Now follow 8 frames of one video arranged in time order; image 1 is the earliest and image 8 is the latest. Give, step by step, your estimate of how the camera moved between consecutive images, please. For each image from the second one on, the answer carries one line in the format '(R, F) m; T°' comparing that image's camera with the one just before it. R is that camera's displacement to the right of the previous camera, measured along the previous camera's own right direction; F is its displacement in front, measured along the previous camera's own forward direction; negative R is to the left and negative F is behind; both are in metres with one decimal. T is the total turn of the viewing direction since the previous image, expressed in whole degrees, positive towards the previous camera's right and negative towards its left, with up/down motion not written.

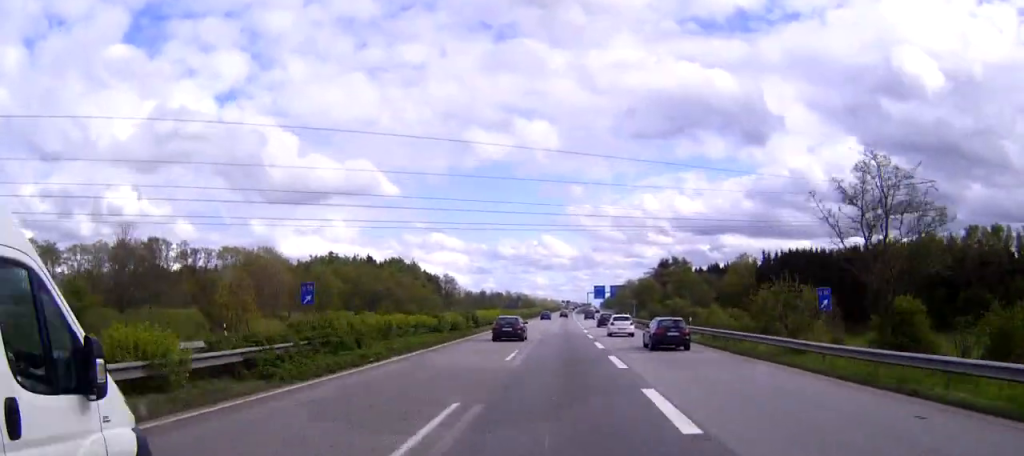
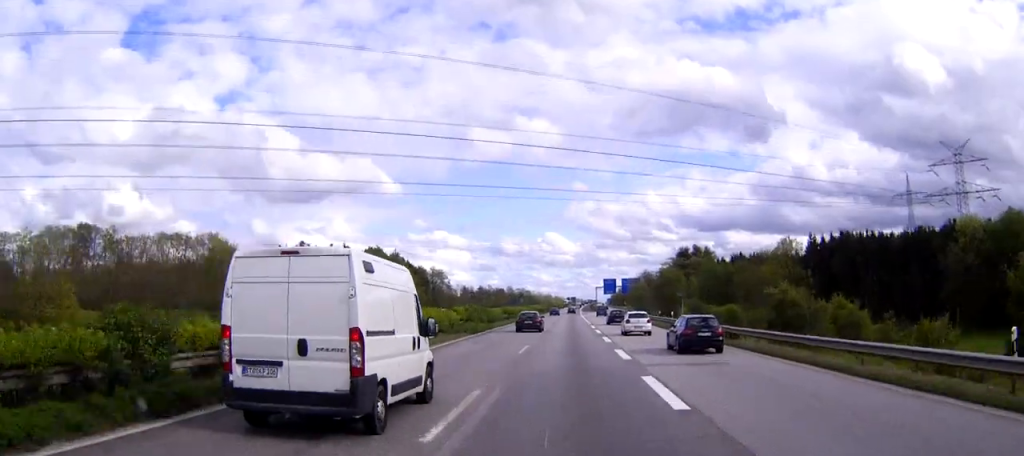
(0.0, +34.3) m; 0°
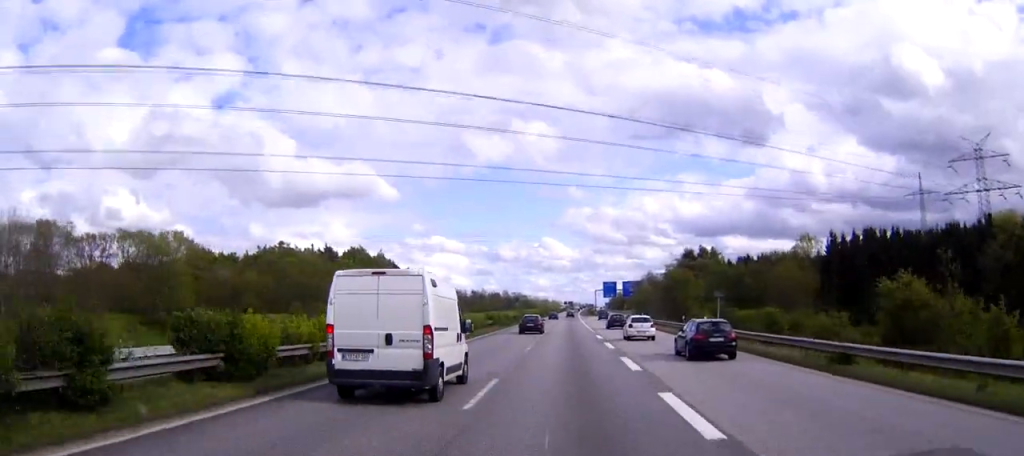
(0.0, +14.8) m; 0°
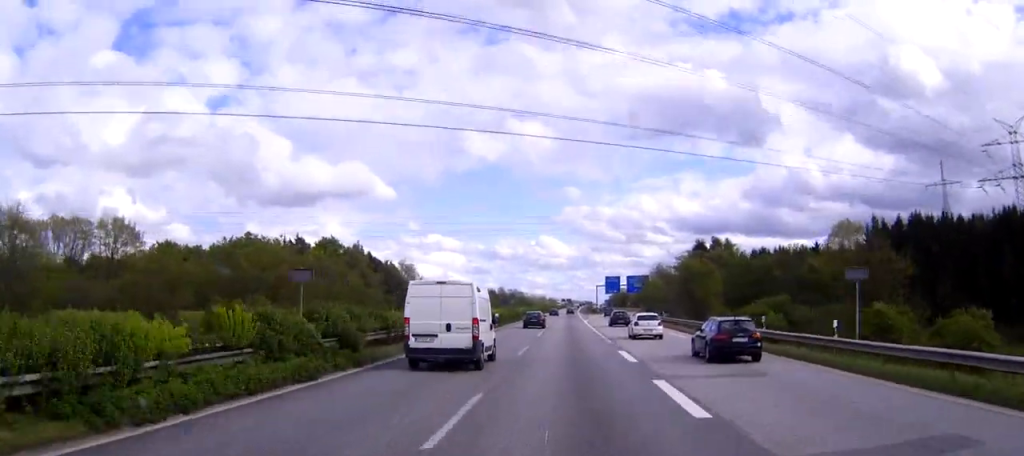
(+0.1, +22.1) m; 0°
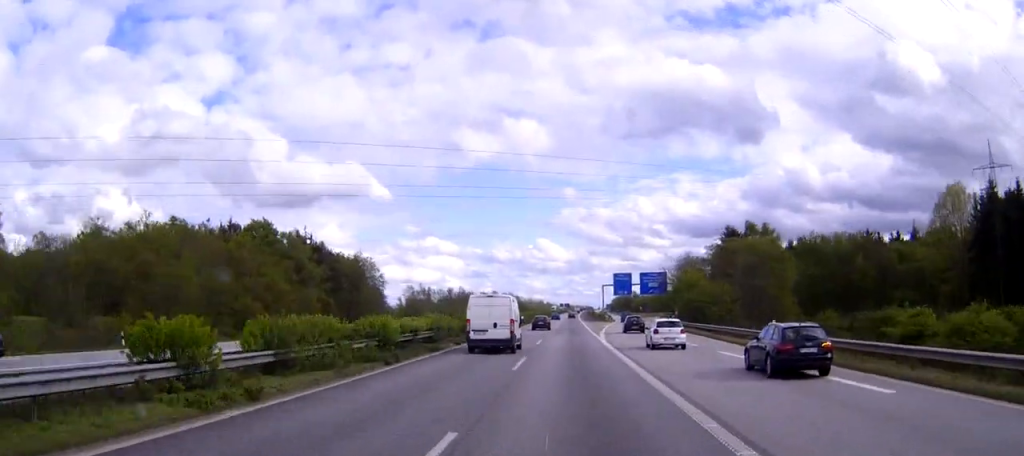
(0.0, +39.8) m; 0°
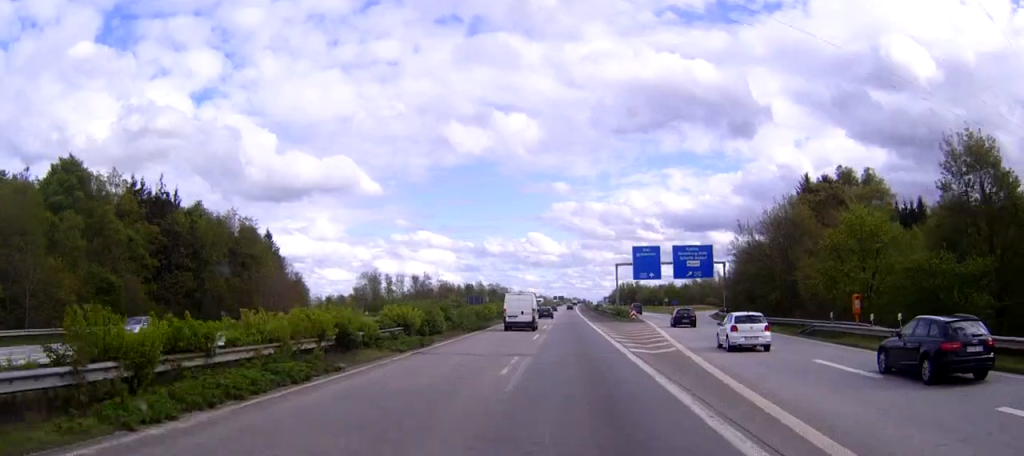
(+0.1, +58.2) m; 0°
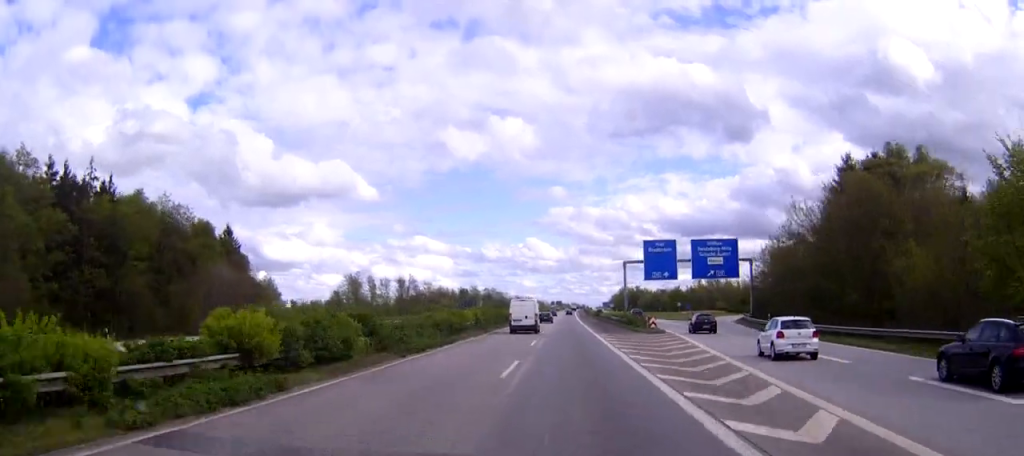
(0.0, +17.5) m; 0°
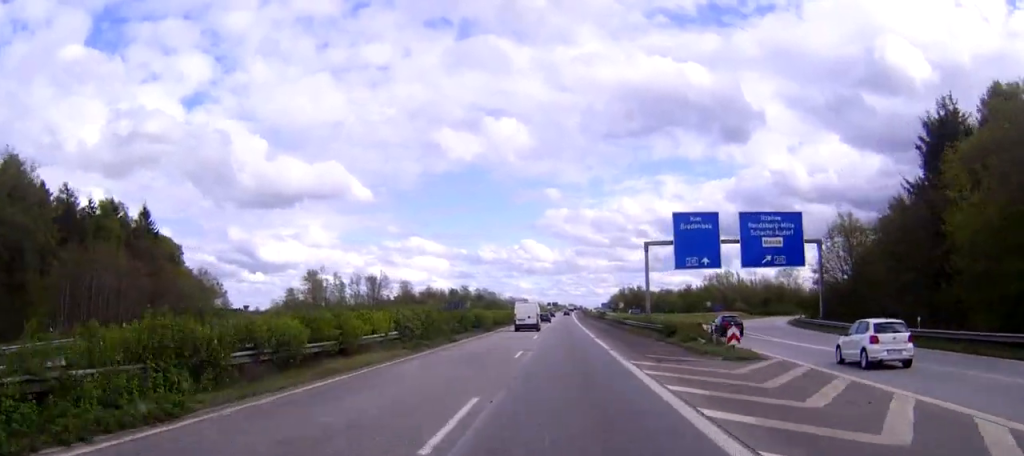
(+0.1, +27.7) m; 0°
